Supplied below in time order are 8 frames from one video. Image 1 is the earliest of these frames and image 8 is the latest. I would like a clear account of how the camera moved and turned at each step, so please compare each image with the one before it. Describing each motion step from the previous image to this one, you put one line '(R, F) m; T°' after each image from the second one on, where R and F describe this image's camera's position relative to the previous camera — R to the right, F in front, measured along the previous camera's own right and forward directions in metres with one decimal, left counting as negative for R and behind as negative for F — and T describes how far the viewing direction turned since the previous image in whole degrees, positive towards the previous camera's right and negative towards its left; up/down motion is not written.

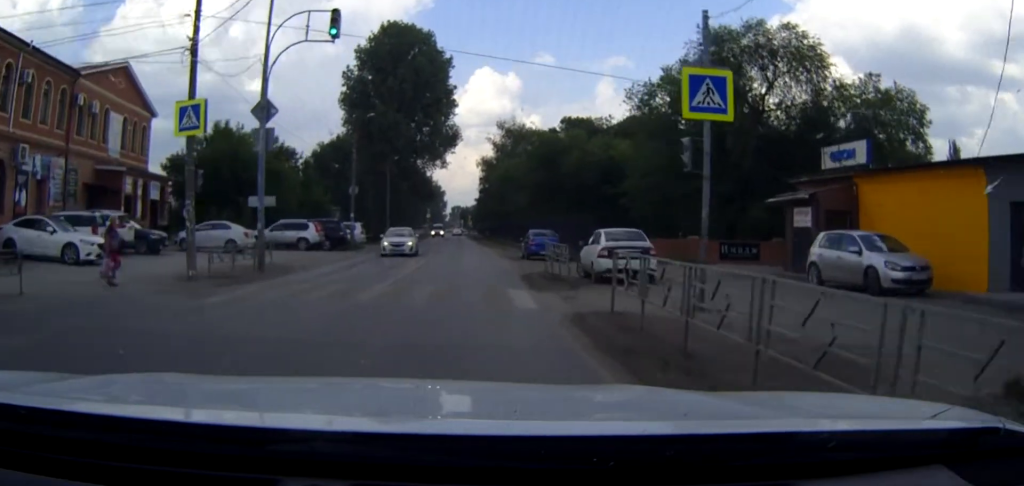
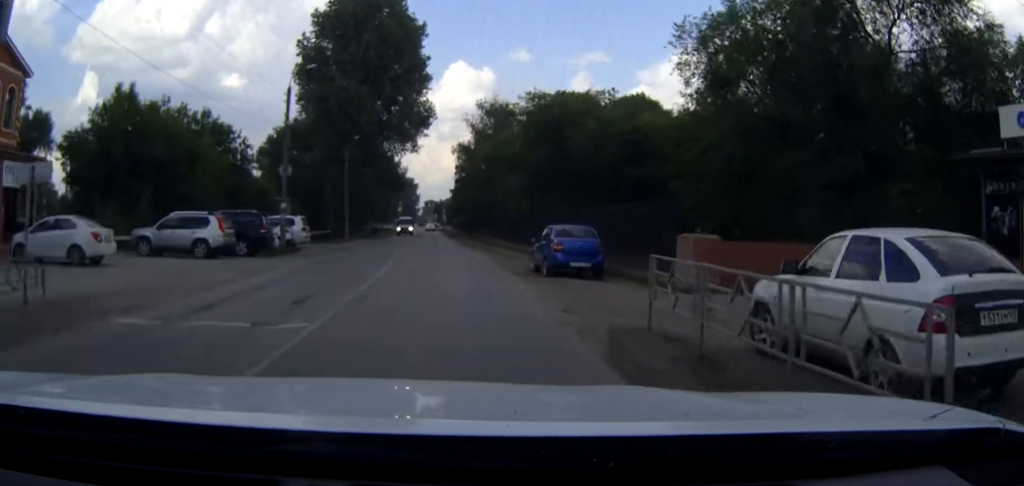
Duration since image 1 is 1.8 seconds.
(+0.1, +12.9) m; +1°
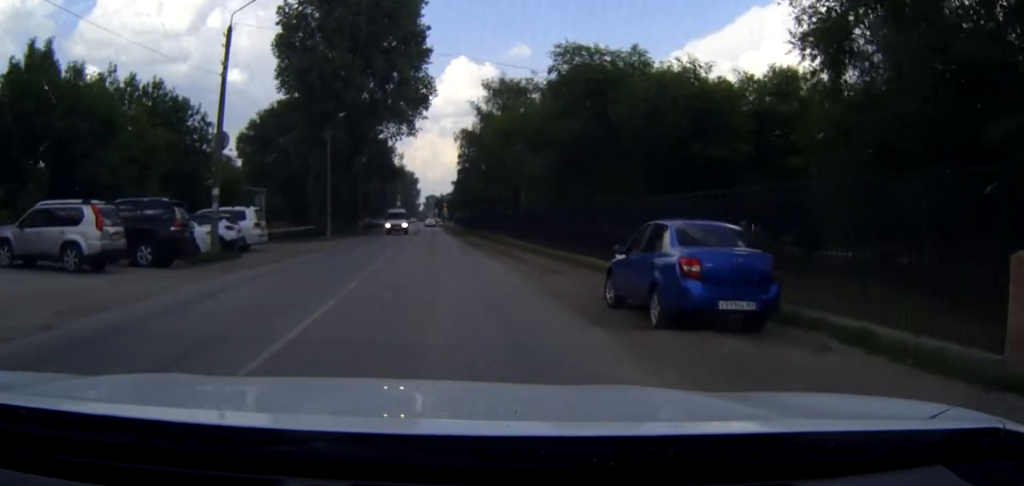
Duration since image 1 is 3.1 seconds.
(+0.1, +11.2) m; 0°
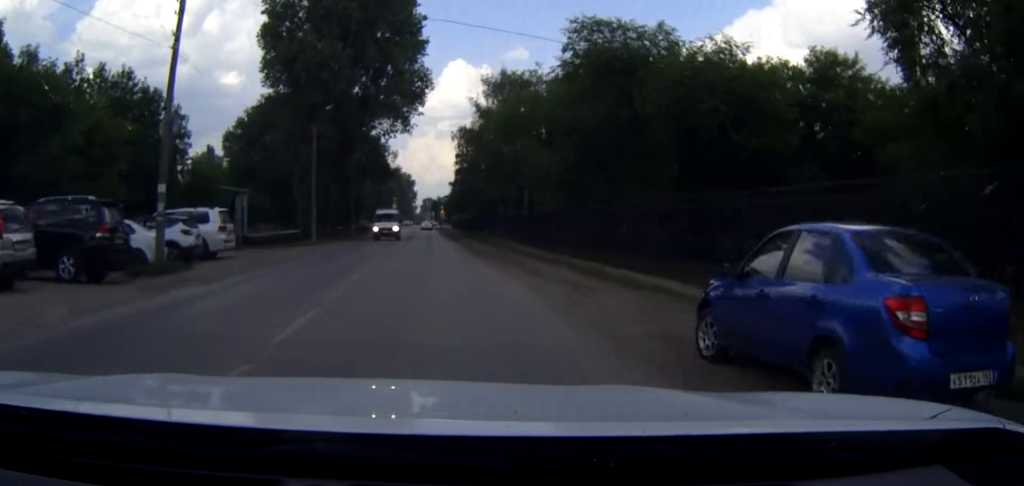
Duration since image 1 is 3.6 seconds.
(0.0, +4.8) m; 0°
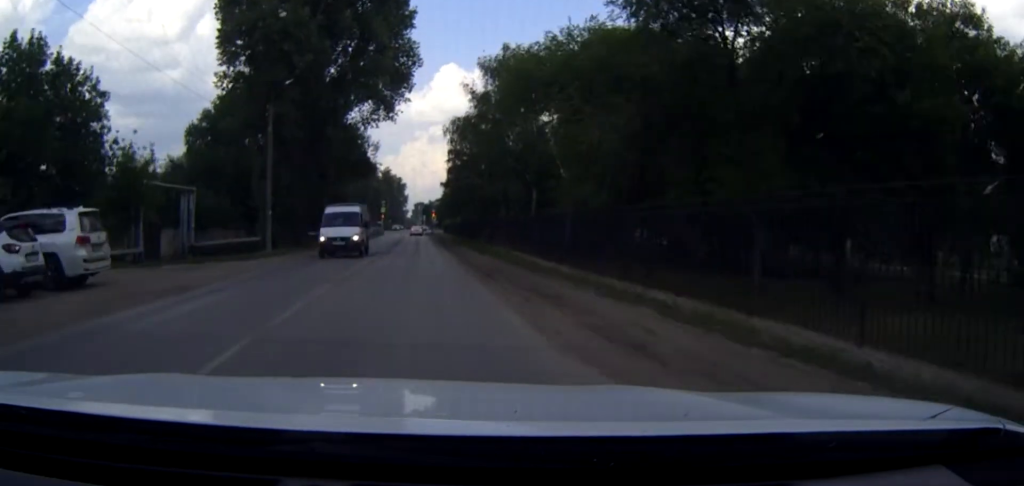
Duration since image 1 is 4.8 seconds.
(0.0, +10.4) m; 0°
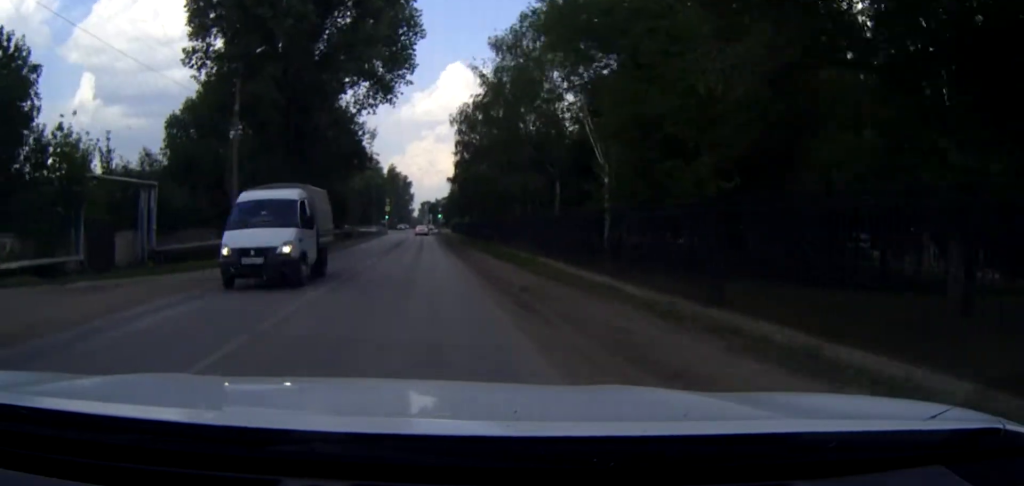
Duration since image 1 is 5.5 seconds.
(0.0, +7.4) m; 0°
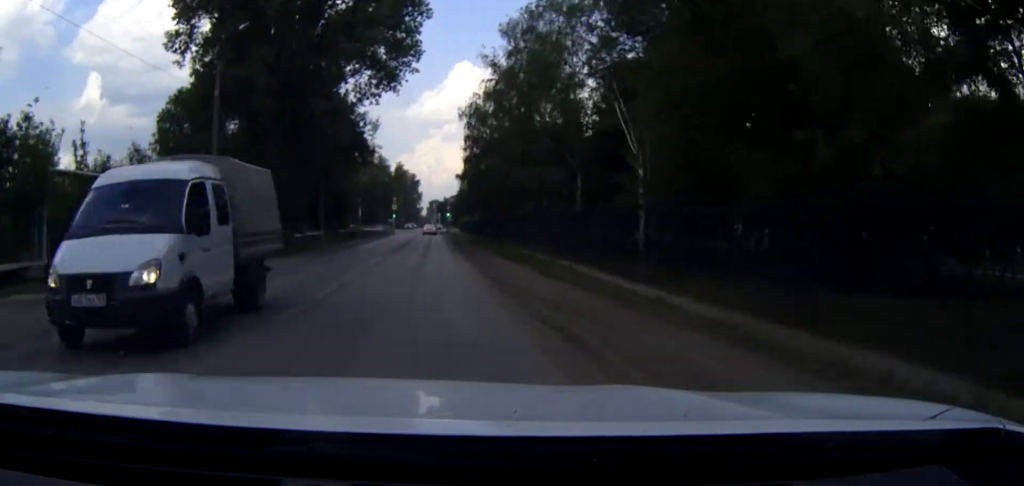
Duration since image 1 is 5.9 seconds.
(0.0, +3.9) m; 0°
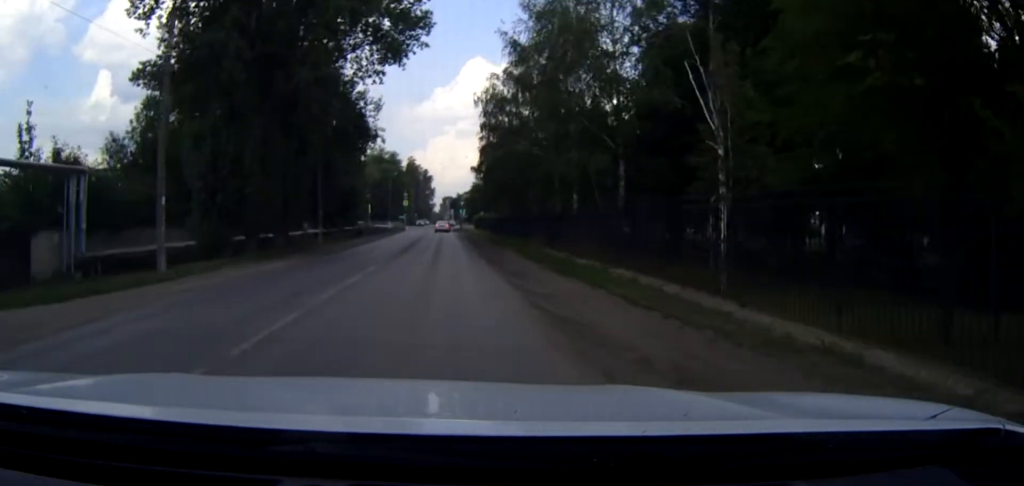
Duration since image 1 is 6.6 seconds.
(0.0, +6.4) m; -1°
